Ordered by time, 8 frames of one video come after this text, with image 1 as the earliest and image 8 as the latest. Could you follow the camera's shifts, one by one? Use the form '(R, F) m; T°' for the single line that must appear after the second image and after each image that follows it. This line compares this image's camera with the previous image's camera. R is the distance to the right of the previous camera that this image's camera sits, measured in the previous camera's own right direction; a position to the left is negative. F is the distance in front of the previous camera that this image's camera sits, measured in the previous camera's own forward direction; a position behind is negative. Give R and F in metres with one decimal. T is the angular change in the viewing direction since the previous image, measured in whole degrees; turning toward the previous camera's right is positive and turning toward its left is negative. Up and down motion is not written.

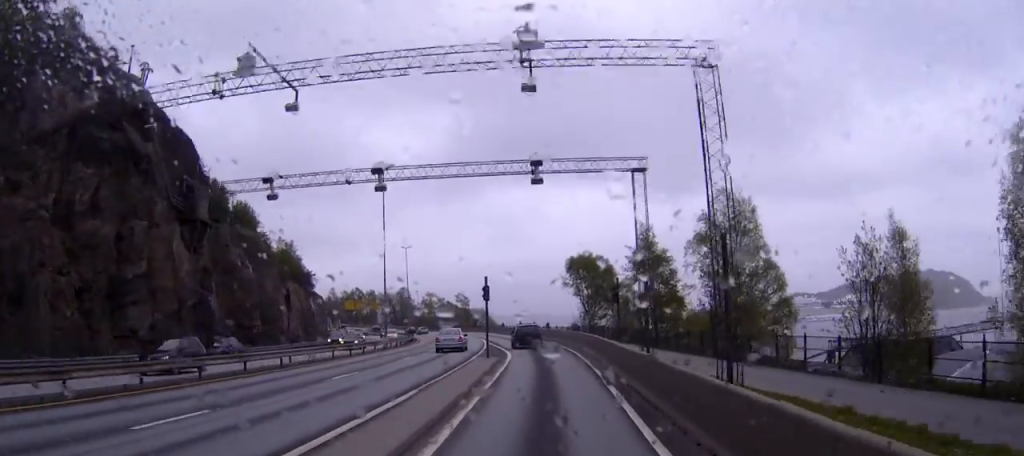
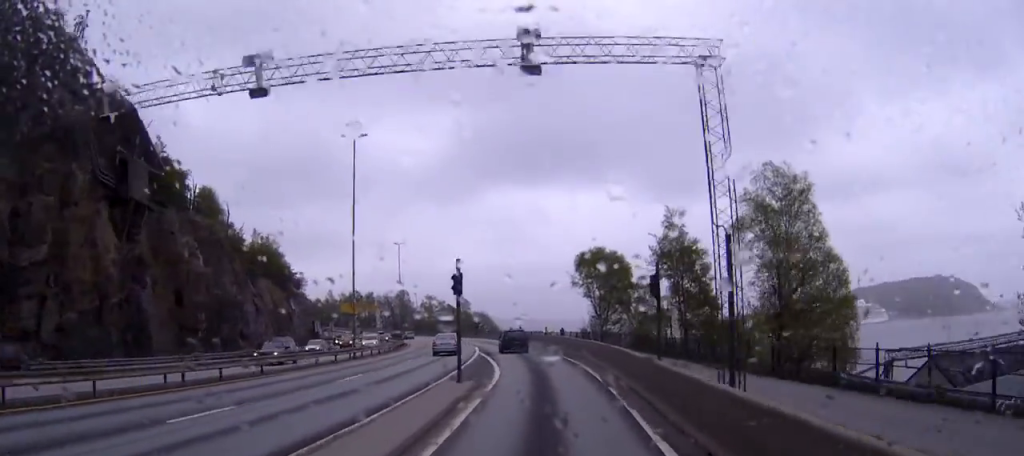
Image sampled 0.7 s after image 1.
(+0.1, +10.7) m; -1°
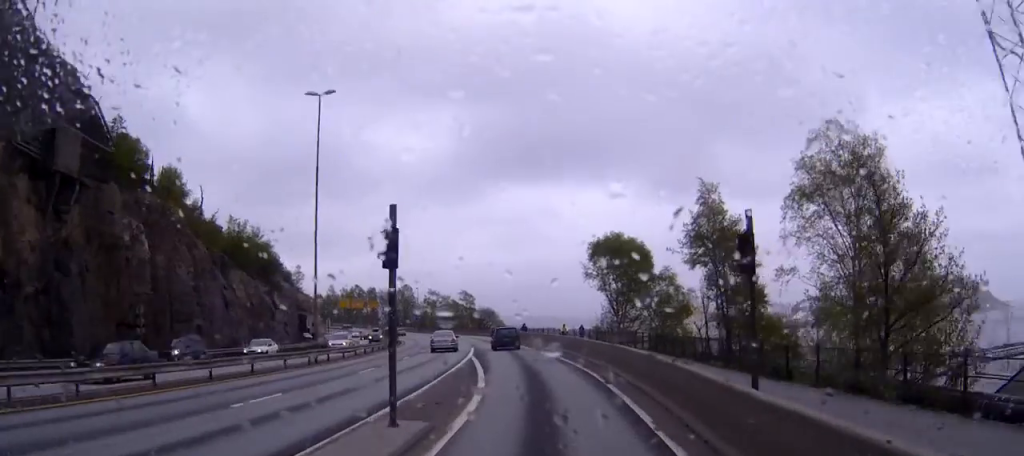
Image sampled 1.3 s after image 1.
(-0.2, +9.2) m; -2°
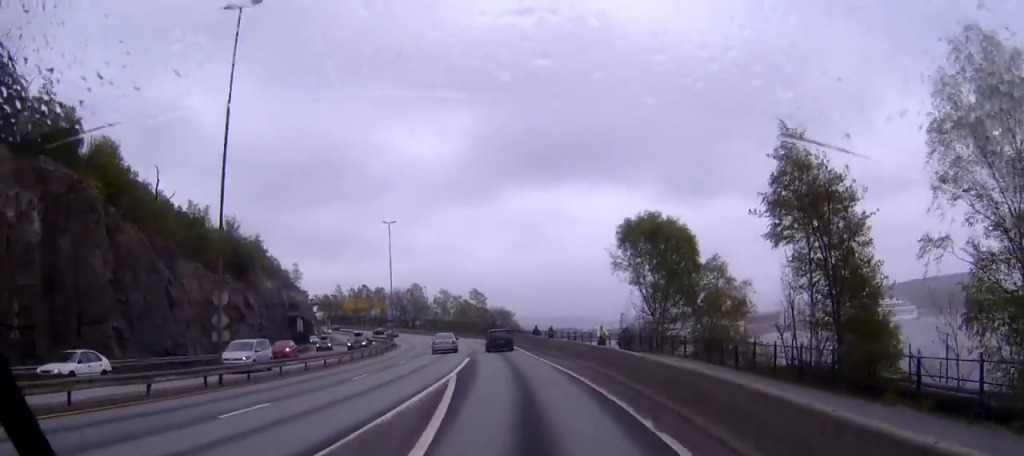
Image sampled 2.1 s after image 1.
(-0.3, +13.0) m; -3°
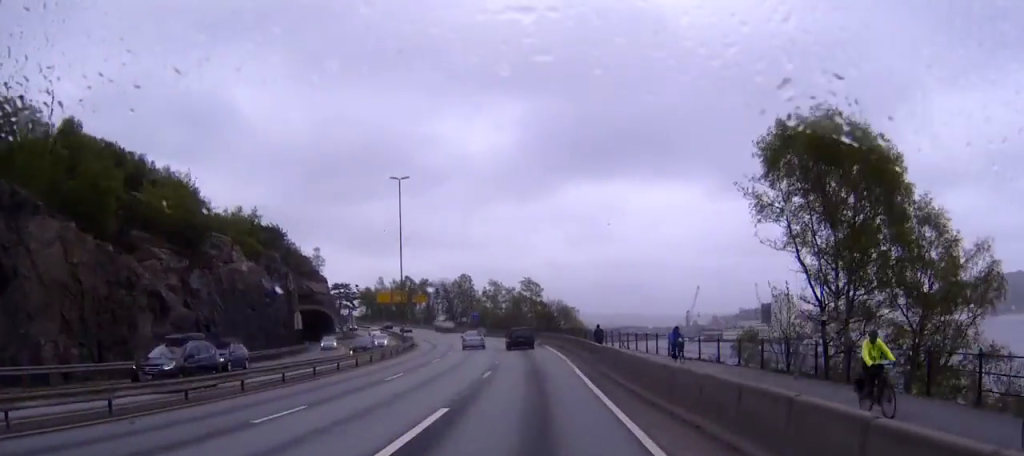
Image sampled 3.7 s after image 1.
(-1.1, +24.2) m; -4°
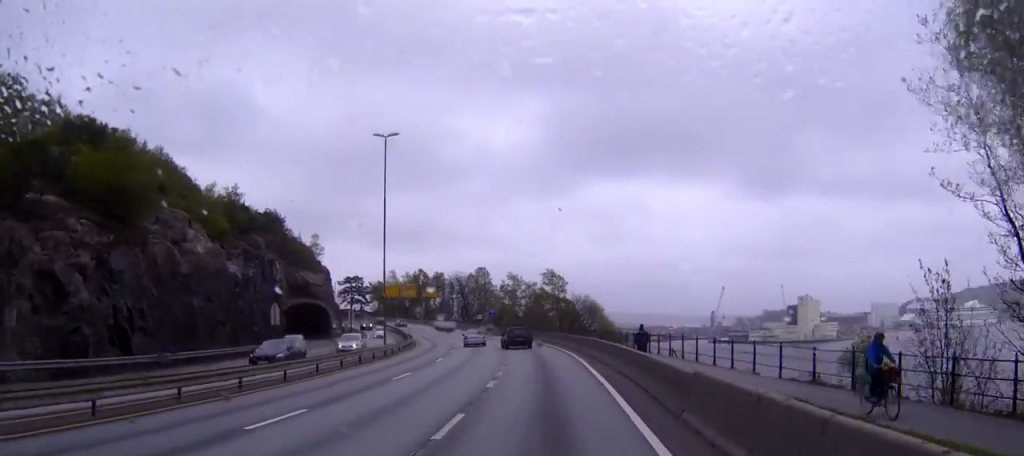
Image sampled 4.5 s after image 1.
(+0.1, +13.5) m; -1°
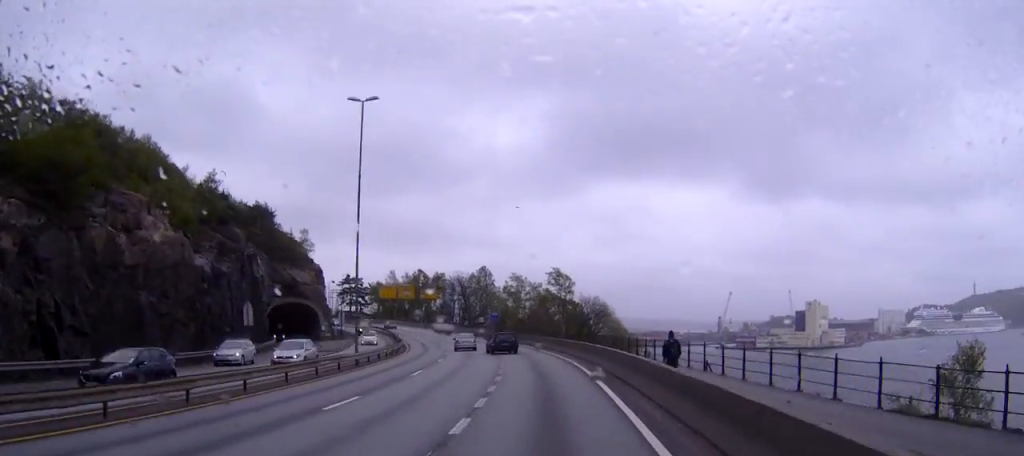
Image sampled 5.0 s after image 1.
(-0.2, +7.7) m; -1°
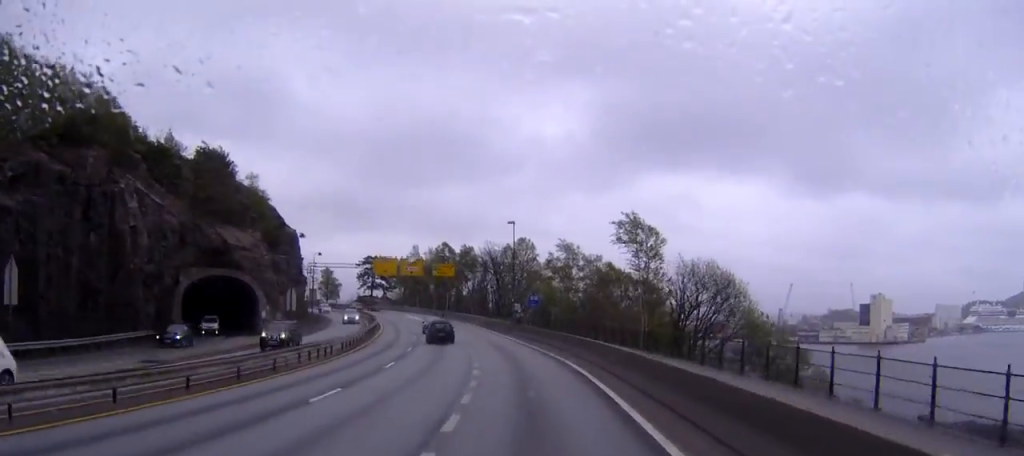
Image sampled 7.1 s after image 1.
(-1.0, +35.7) m; -5°
